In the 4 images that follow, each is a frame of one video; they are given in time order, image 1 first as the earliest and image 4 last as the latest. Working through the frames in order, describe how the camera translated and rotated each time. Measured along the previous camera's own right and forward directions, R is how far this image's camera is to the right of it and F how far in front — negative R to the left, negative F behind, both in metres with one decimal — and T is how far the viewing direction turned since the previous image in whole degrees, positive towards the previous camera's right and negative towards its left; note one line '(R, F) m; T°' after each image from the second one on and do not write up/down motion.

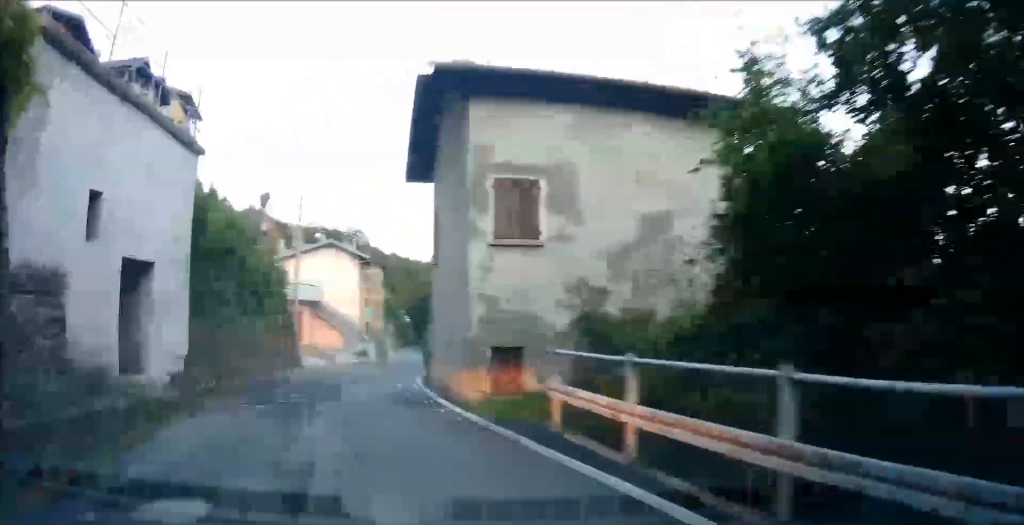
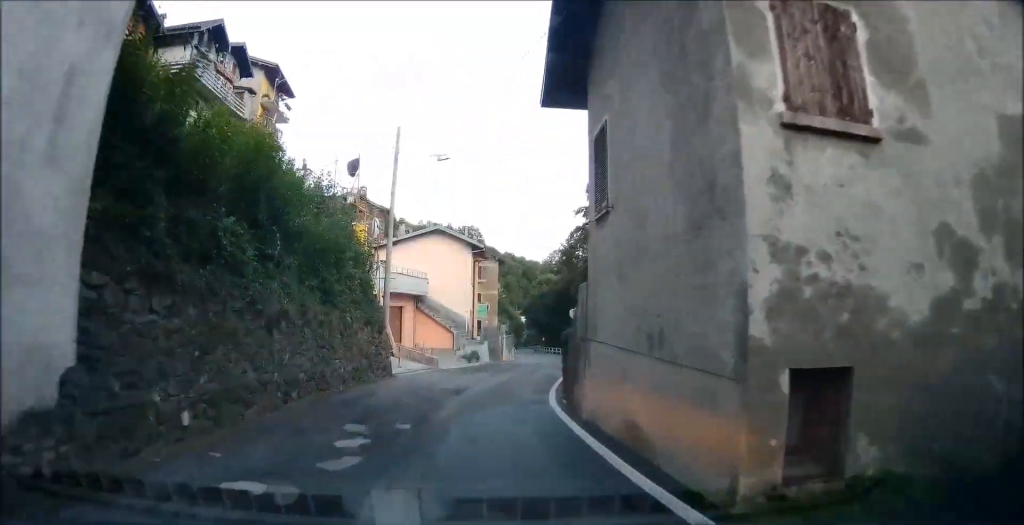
(-0.6, +6.6) m; -8°
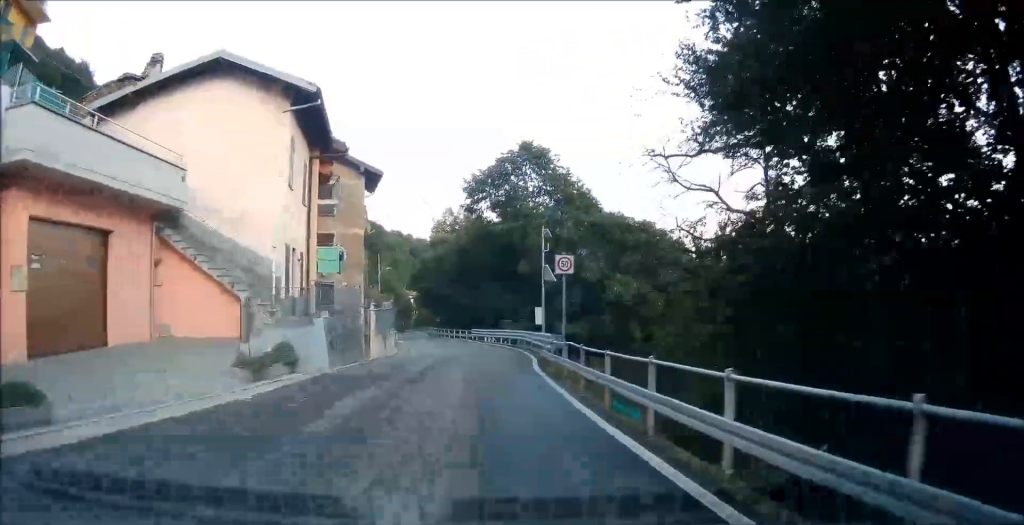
(-2.4, +25.3) m; -7°
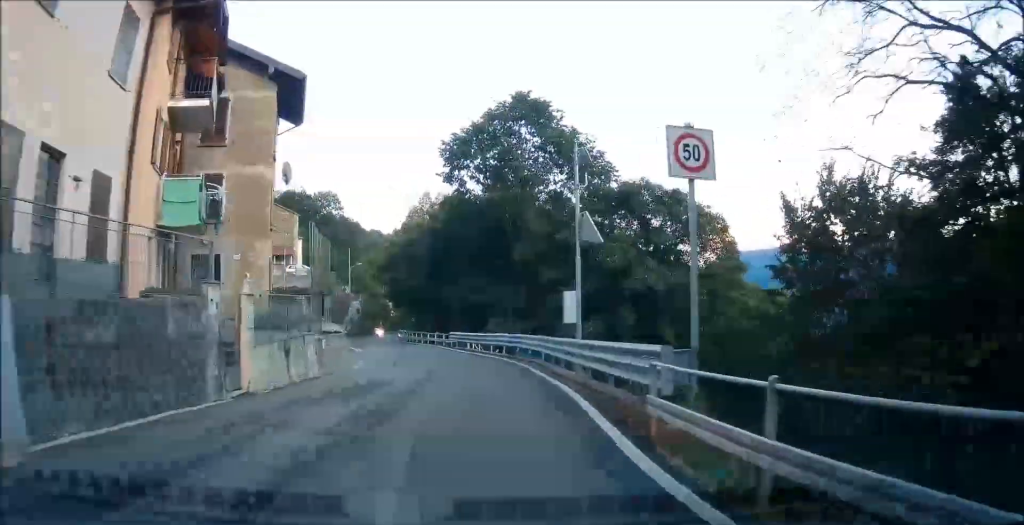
(-1.5, +12.1) m; -10°
